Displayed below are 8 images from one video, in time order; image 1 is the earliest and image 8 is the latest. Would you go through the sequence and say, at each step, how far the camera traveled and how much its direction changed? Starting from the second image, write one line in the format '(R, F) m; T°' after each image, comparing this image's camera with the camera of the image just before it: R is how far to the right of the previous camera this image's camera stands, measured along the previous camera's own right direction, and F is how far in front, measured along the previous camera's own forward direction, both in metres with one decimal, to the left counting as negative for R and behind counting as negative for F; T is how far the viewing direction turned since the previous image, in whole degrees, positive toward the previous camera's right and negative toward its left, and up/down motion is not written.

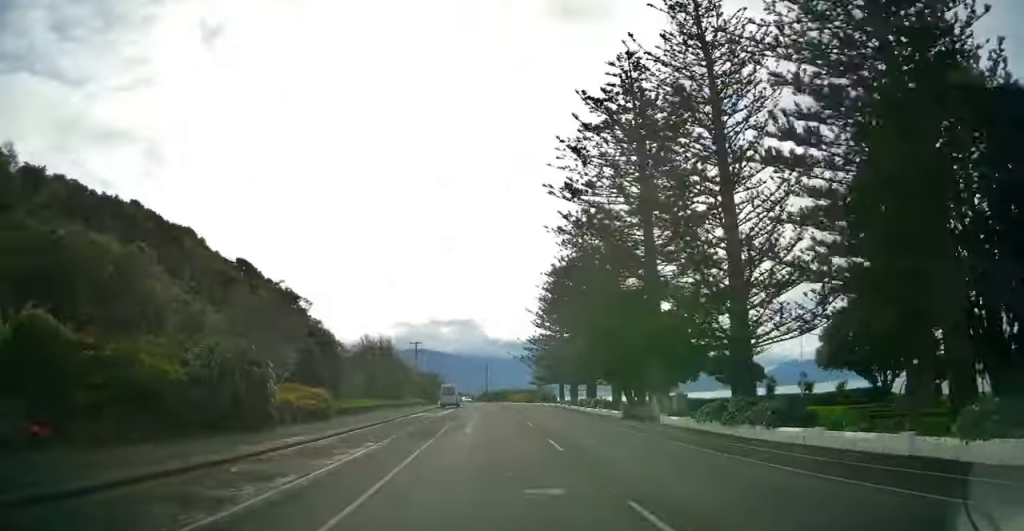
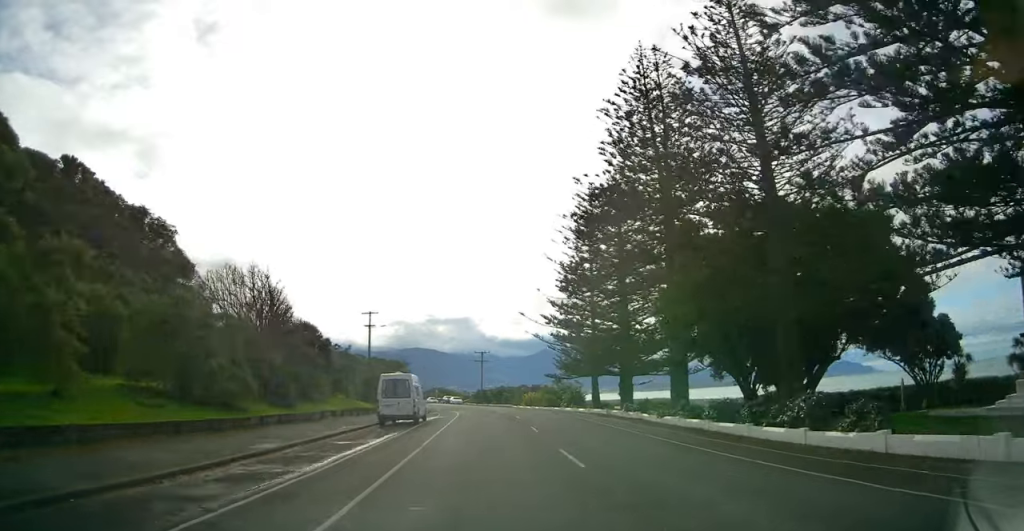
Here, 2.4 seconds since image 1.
(-0.1, +33.3) m; 0°
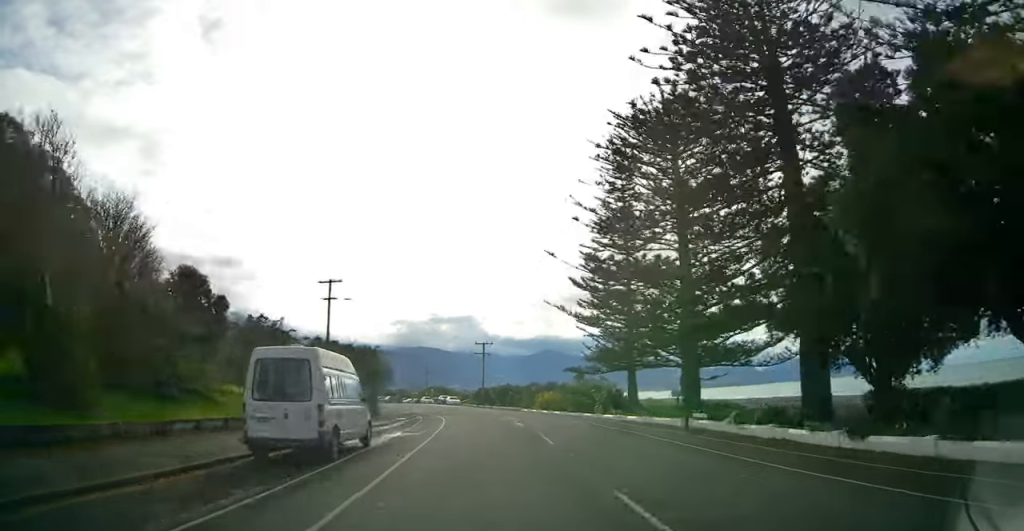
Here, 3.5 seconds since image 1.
(0.0, +14.9) m; 0°
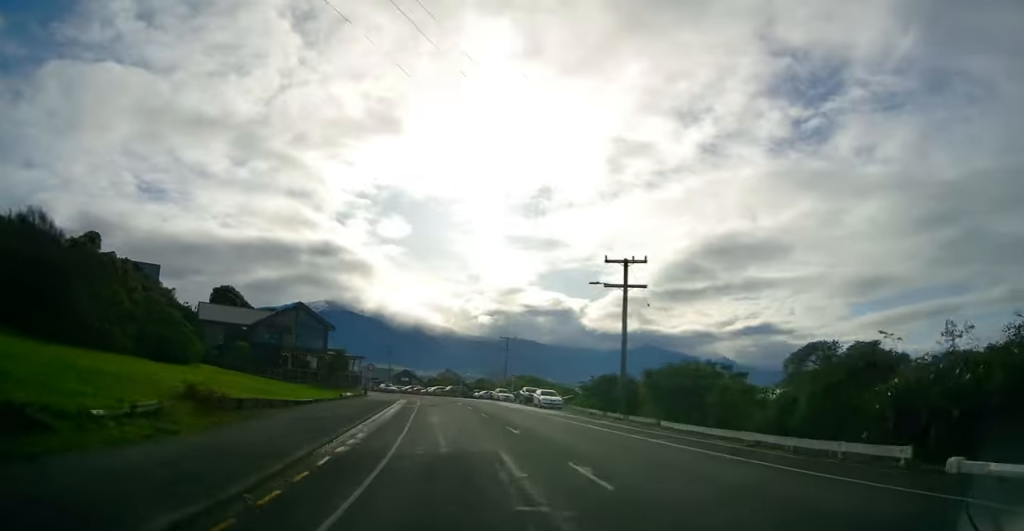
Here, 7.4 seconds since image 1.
(-0.5, +44.9) m; -7°
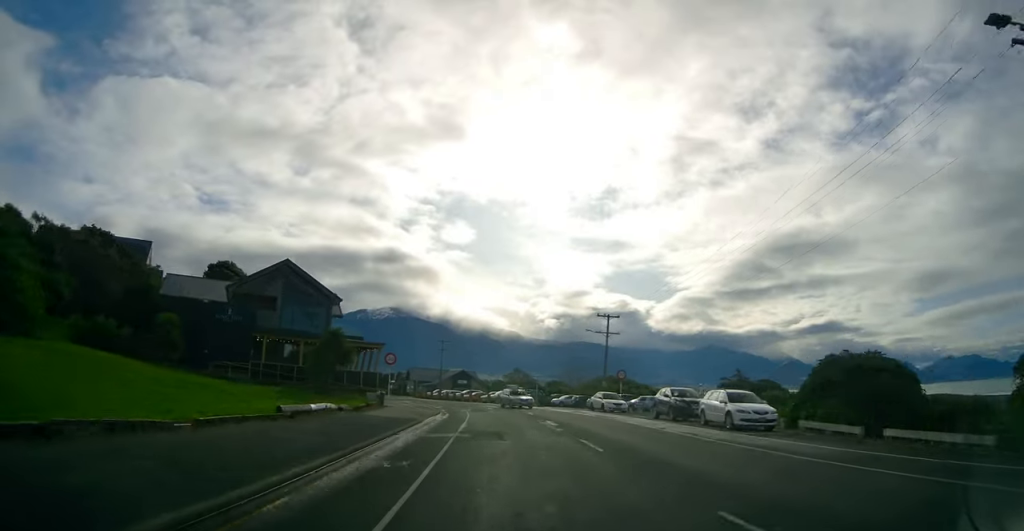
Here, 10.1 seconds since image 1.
(-3.5, +25.2) m; -10°
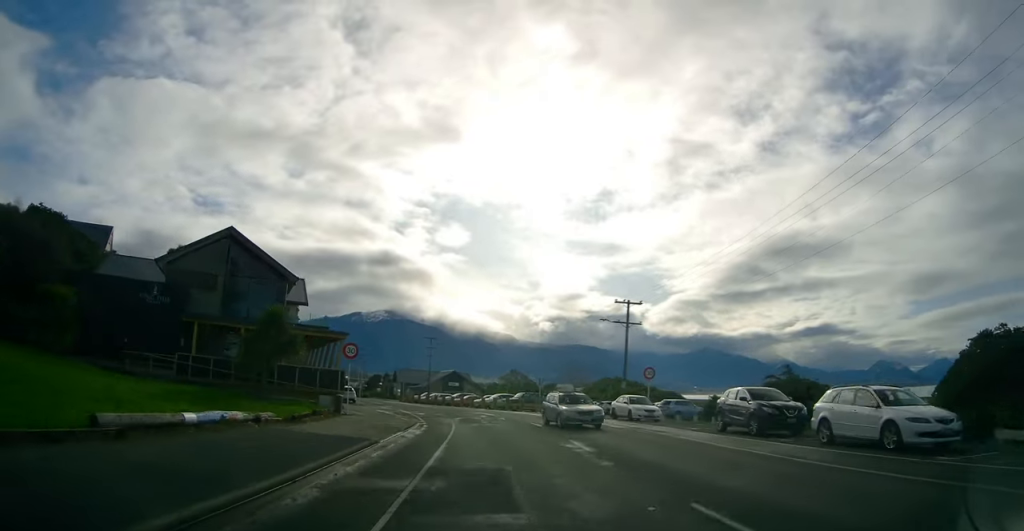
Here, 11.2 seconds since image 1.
(+0.4, +9.8) m; 0°
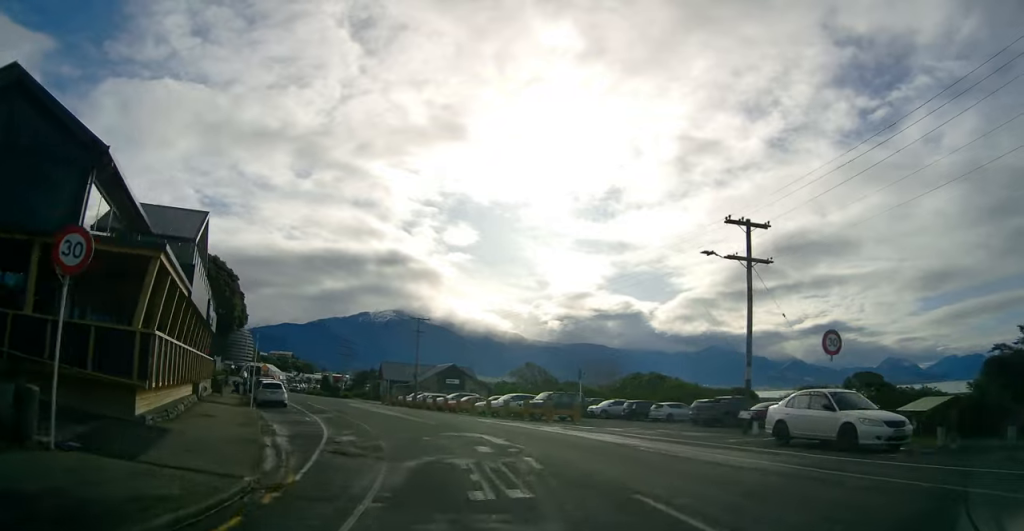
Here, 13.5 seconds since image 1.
(-0.4, +19.9) m; -3°
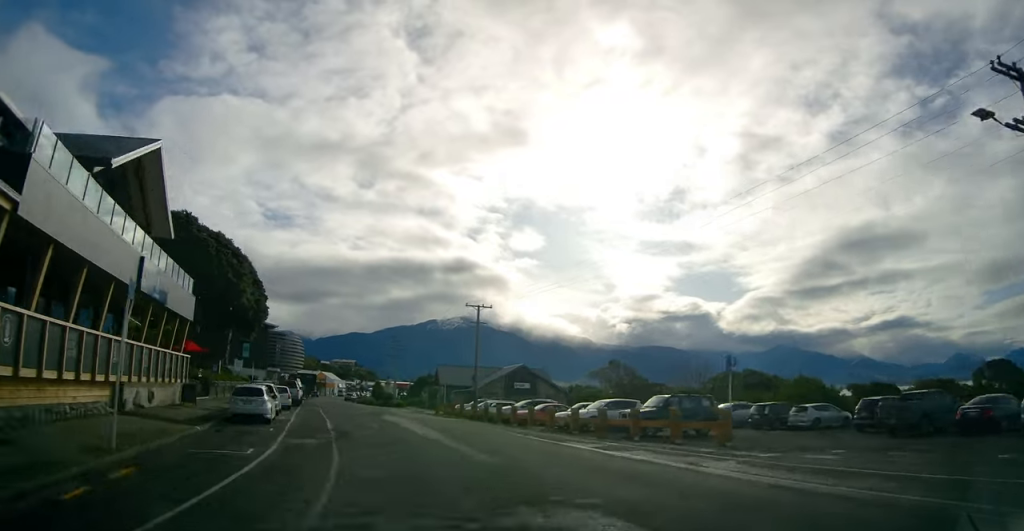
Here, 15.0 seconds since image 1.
(-0.2, +12.3) m; -5°
